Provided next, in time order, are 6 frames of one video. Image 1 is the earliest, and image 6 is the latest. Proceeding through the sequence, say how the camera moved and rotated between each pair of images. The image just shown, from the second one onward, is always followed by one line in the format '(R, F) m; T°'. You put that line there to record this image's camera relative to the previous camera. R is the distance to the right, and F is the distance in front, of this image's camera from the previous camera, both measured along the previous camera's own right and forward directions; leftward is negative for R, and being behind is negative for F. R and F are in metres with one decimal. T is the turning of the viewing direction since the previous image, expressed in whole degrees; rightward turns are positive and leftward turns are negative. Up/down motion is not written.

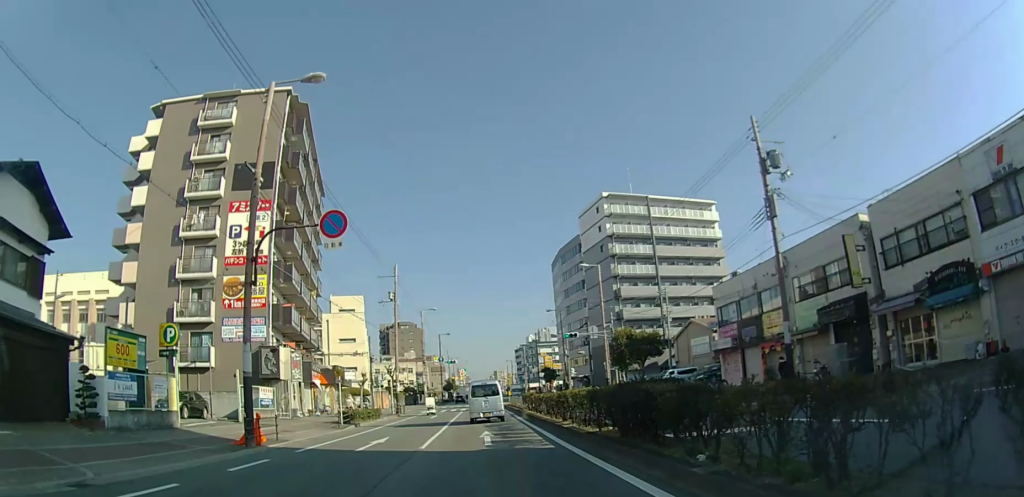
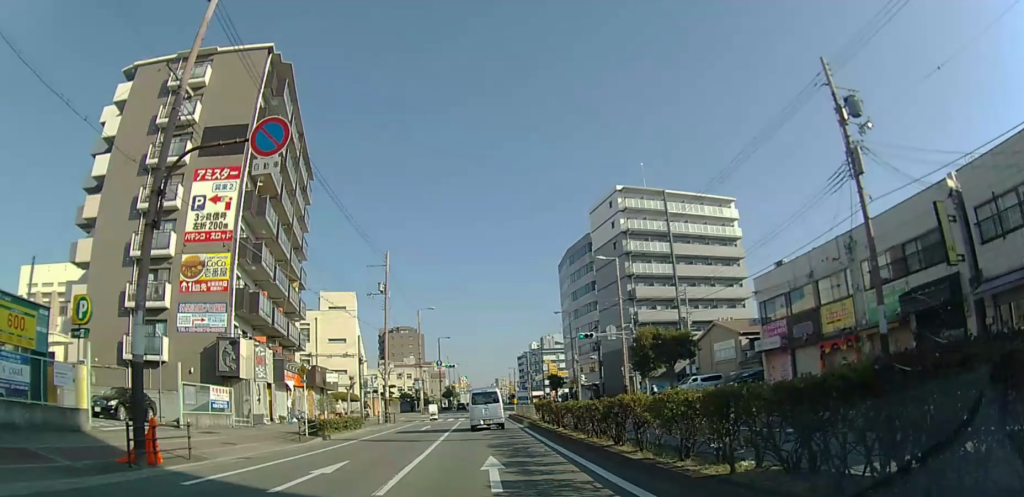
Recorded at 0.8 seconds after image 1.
(+0.2, +5.4) m; +2°
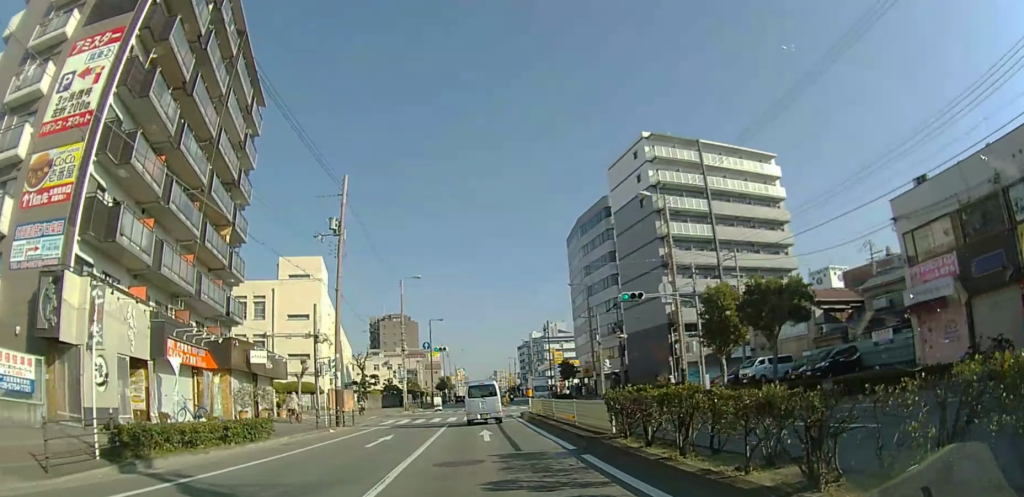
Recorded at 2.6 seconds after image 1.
(0.0, +12.6) m; 0°
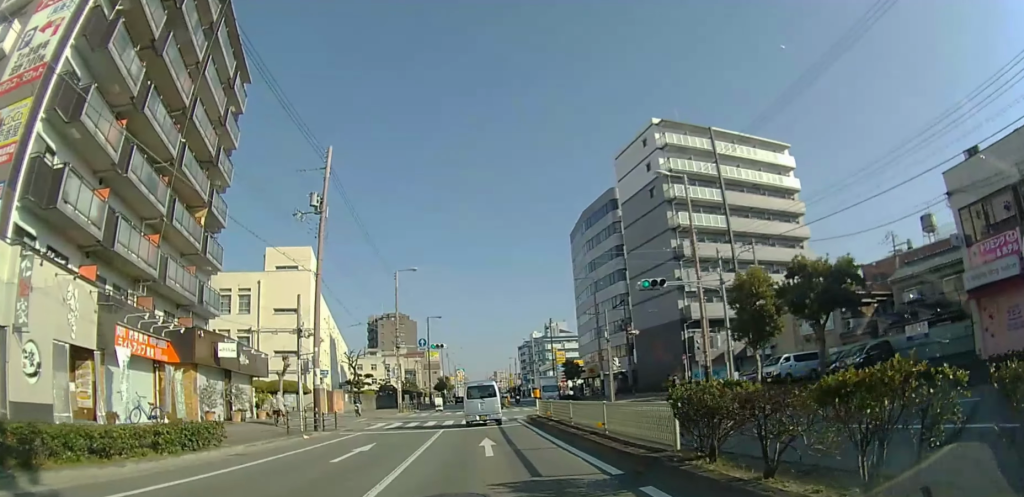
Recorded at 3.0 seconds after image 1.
(0.0, +3.4) m; 0°
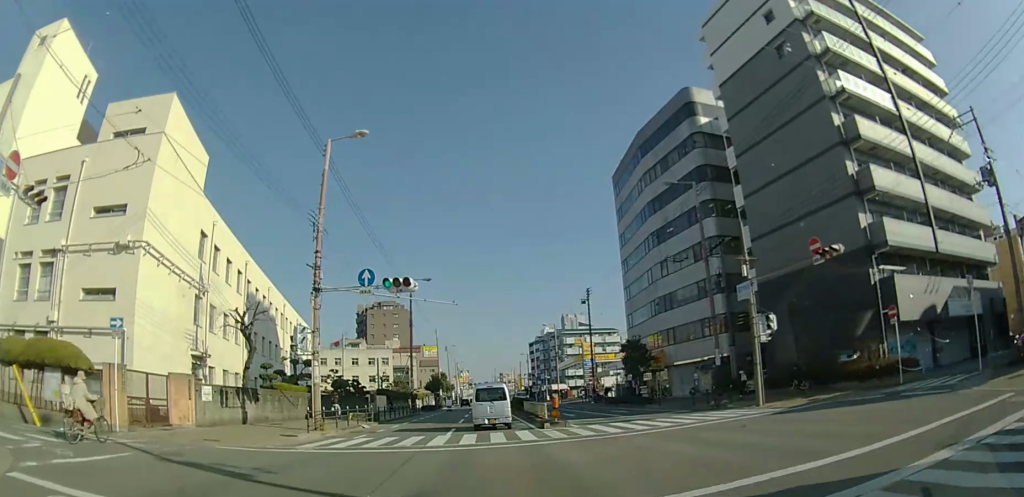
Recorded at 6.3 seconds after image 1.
(-0.6, +26.7) m; -2°
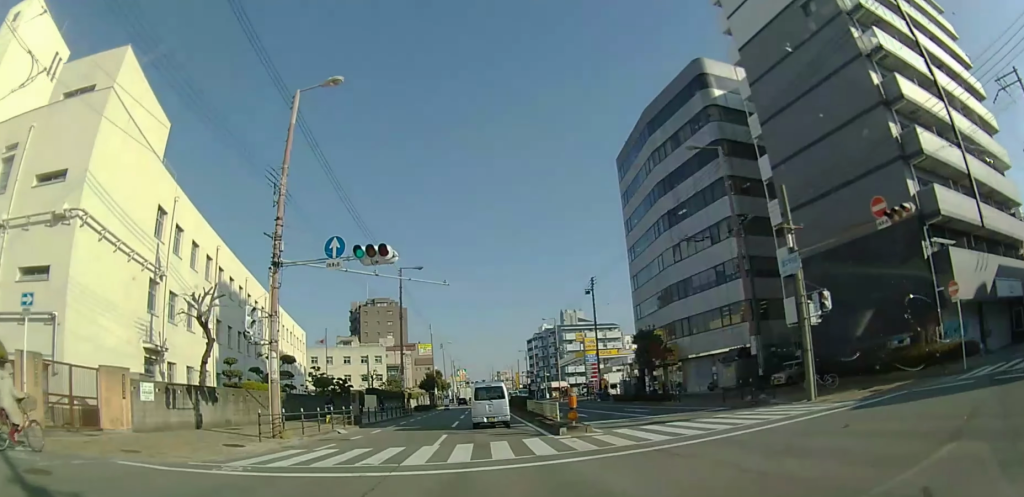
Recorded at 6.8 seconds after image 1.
(0.0, +4.3) m; 0°
